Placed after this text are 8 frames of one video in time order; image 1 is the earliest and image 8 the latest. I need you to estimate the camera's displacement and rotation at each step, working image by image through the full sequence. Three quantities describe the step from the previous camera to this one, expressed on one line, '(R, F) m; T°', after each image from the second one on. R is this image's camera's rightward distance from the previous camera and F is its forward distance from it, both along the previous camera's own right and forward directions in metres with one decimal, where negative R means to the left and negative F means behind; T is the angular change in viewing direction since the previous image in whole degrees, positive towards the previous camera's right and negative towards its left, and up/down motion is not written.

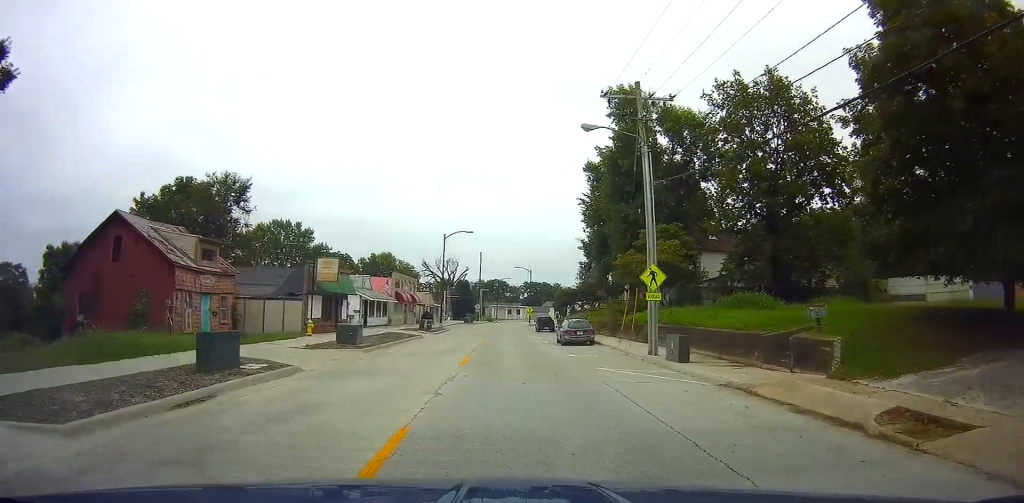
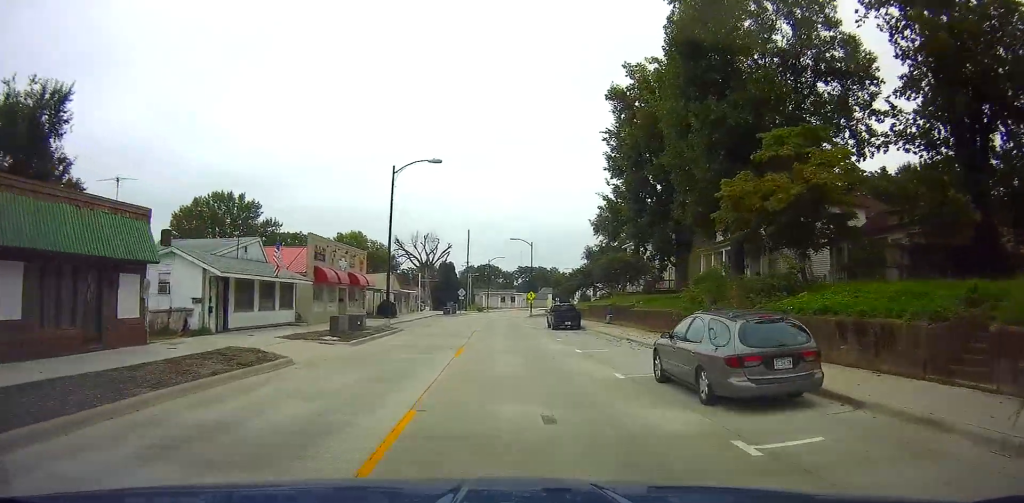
(-0.7, +24.1) m; -1°
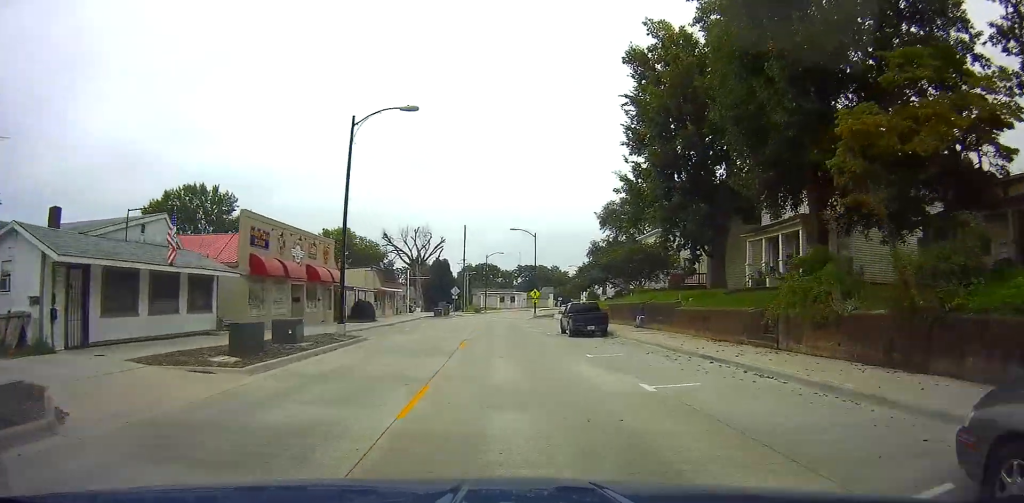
(0.0, +9.2) m; +1°
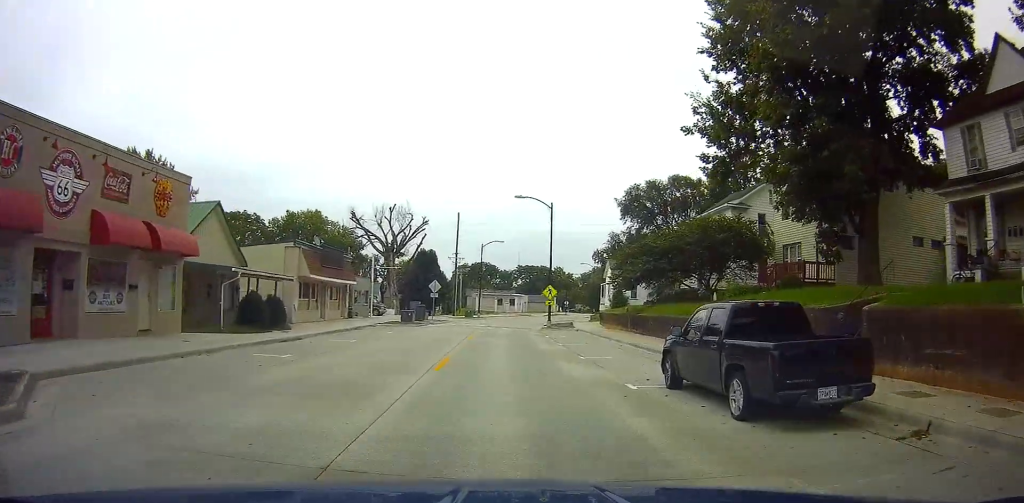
(+0.5, +19.2) m; +1°
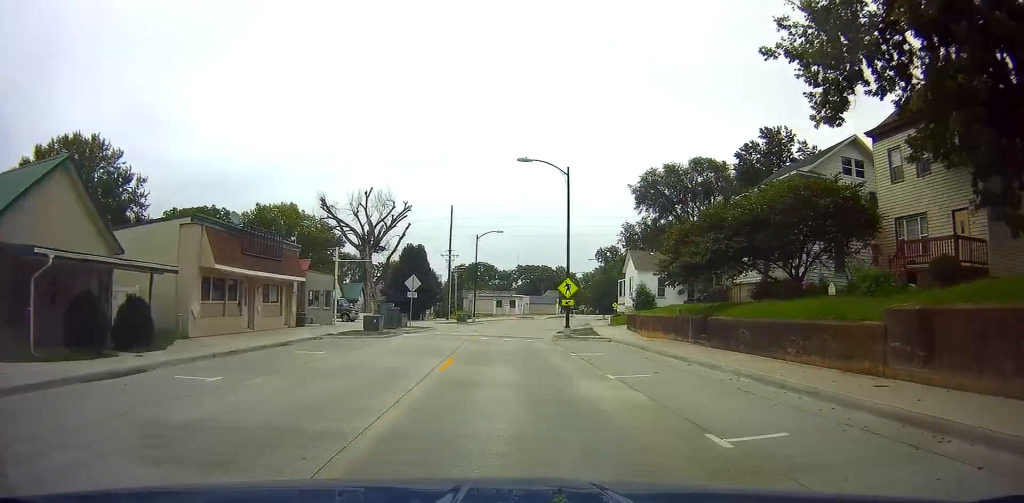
(-0.1, +11.6) m; -1°
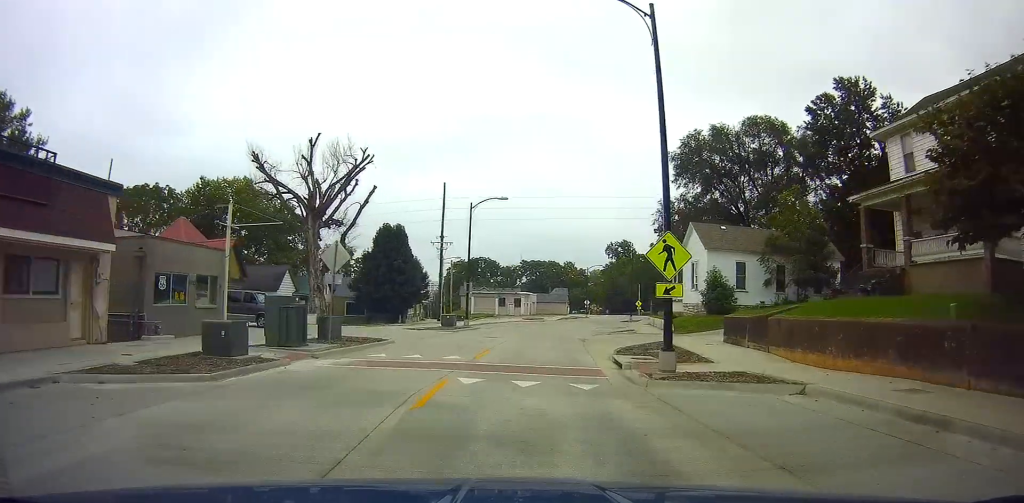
(-0.2, +17.7) m; +1°
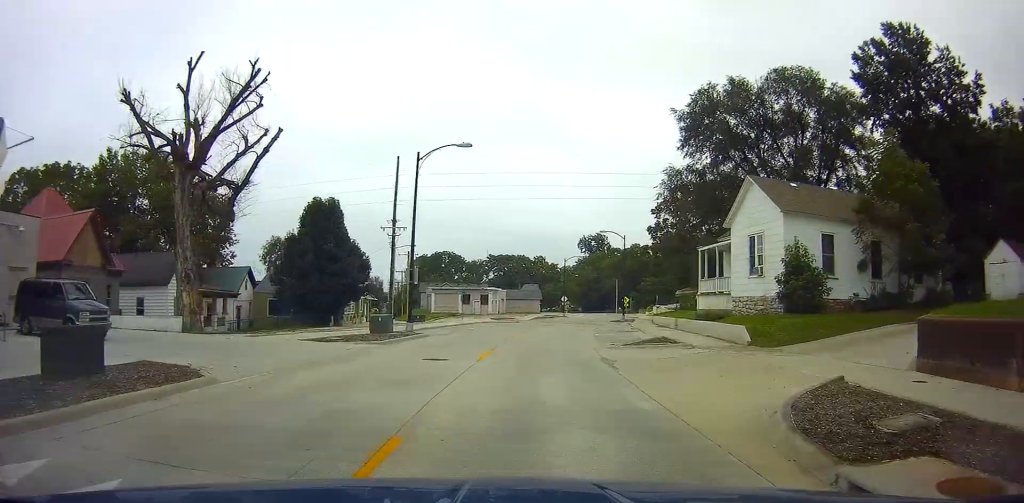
(+0.3, +13.8) m; +4°
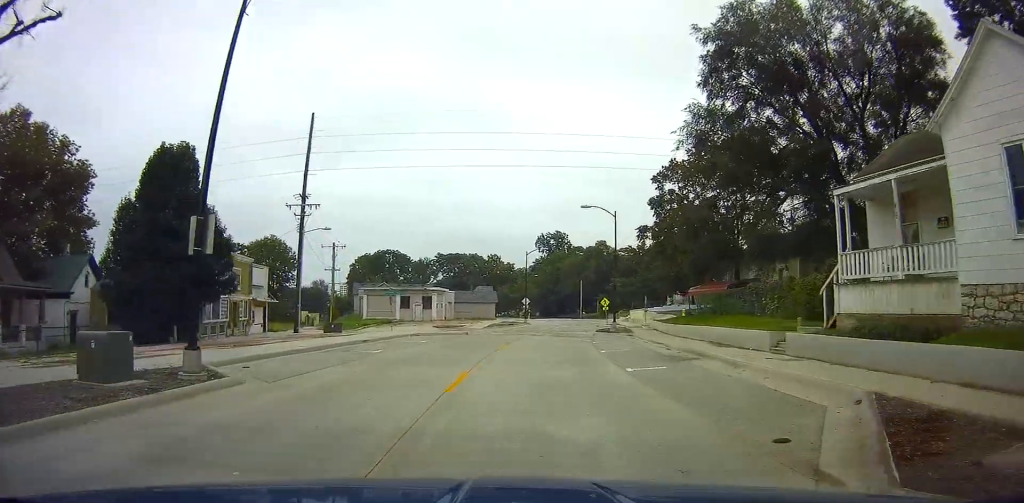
(+0.8, +17.6) m; +5°
